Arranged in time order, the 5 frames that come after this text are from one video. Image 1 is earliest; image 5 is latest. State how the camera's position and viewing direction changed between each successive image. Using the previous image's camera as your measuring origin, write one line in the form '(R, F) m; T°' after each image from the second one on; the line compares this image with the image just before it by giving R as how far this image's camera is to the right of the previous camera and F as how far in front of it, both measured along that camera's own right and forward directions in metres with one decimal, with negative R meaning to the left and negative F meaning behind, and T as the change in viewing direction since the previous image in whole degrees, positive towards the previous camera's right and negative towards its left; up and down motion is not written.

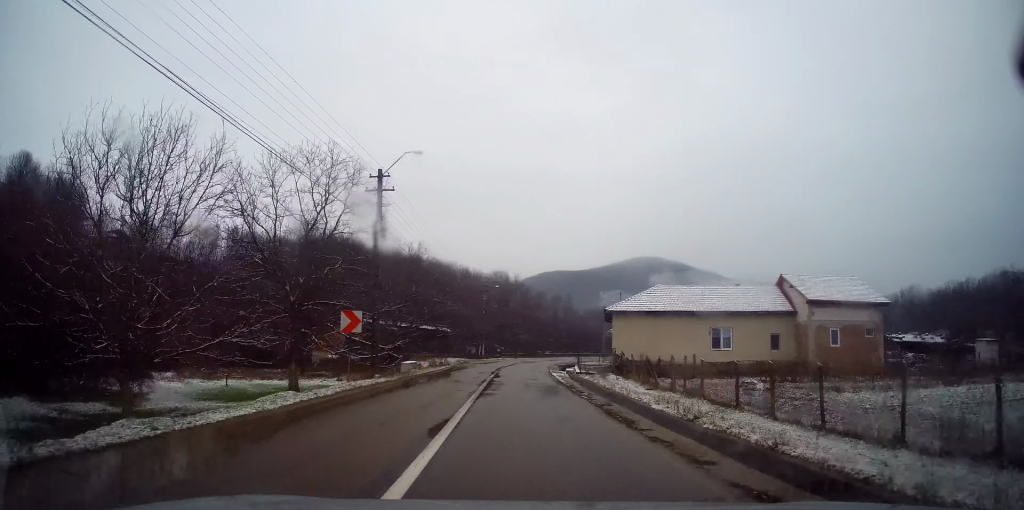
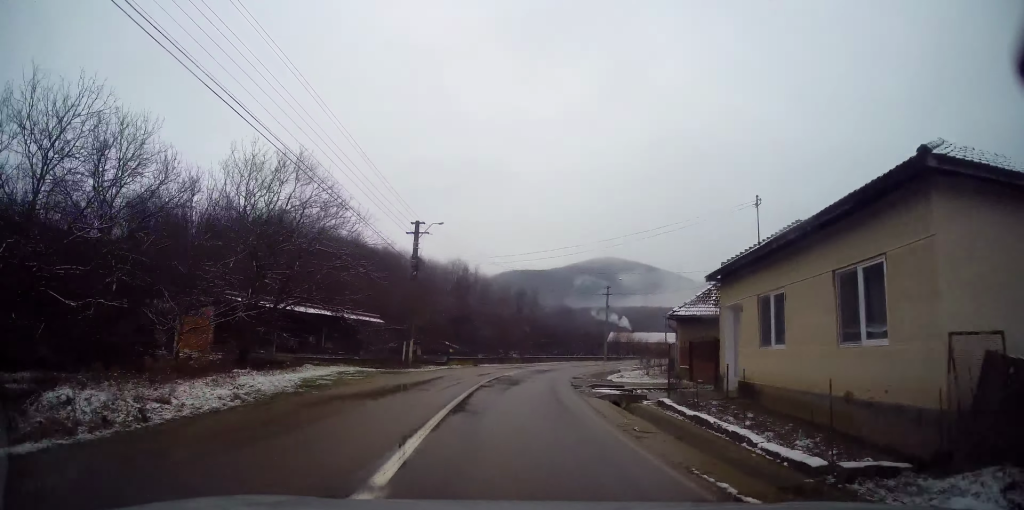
(+1.7, +28.7) m; +6°
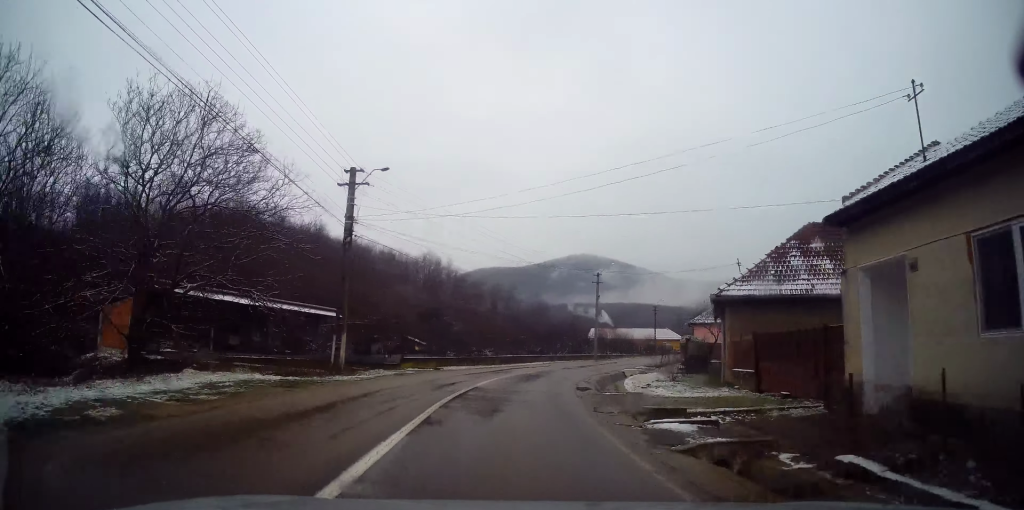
(+0.1, +8.6) m; +4°
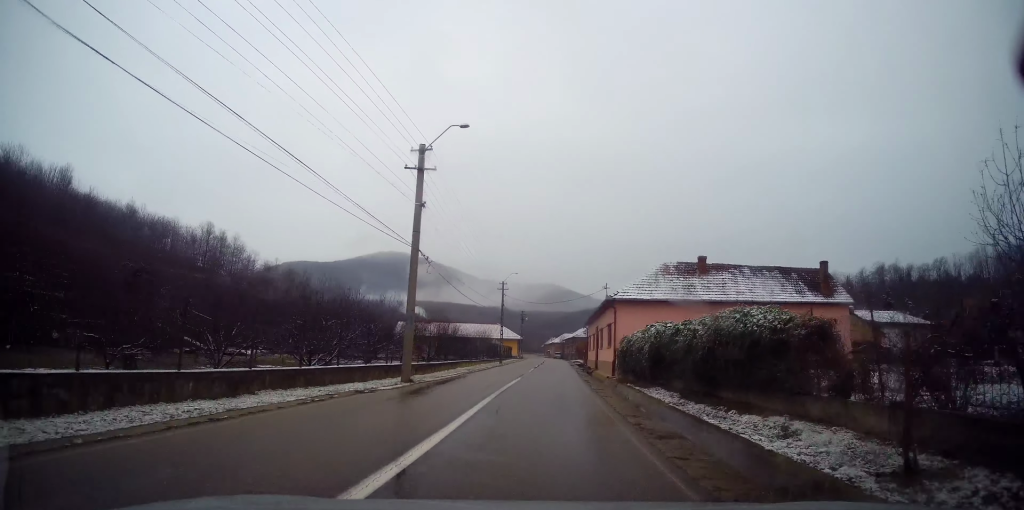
(+5.6, +33.2) m; +20°
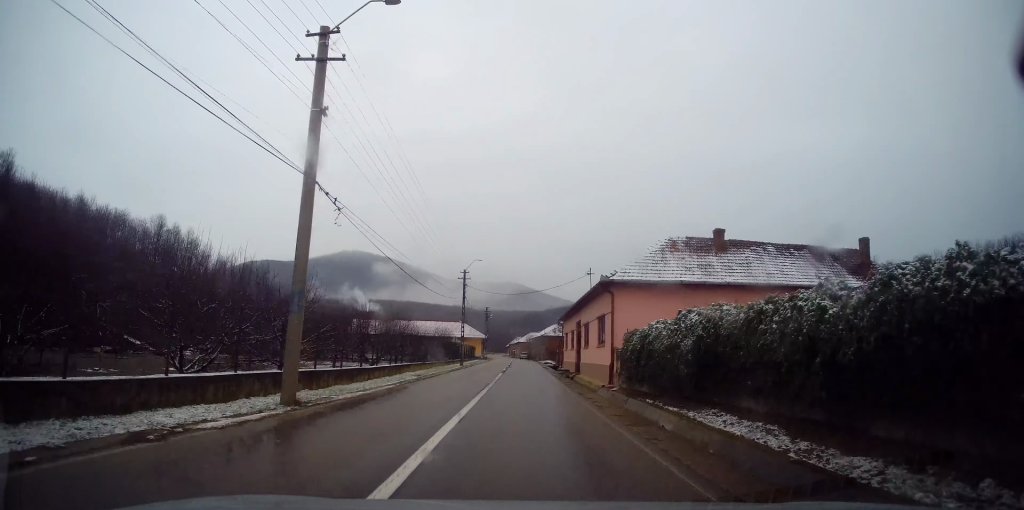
(+0.2, +7.7) m; +3°
